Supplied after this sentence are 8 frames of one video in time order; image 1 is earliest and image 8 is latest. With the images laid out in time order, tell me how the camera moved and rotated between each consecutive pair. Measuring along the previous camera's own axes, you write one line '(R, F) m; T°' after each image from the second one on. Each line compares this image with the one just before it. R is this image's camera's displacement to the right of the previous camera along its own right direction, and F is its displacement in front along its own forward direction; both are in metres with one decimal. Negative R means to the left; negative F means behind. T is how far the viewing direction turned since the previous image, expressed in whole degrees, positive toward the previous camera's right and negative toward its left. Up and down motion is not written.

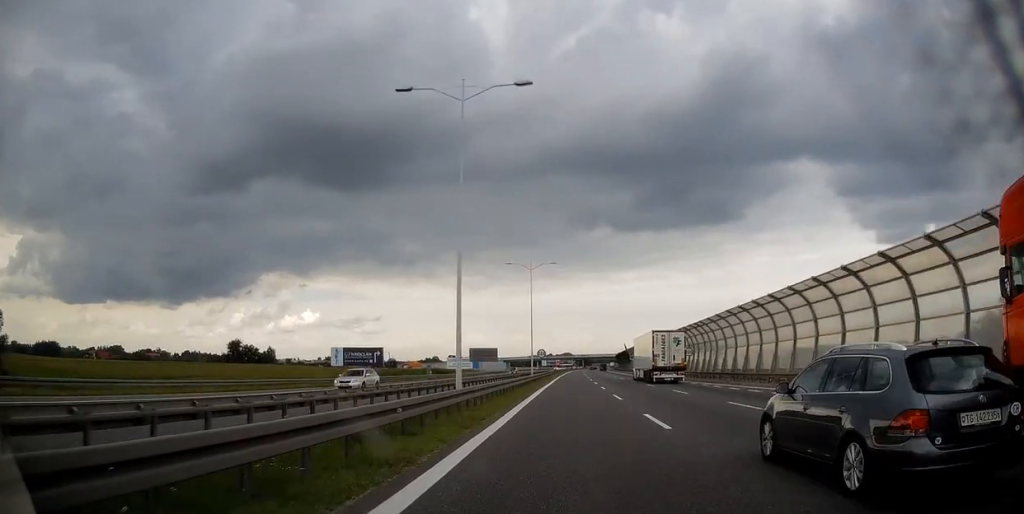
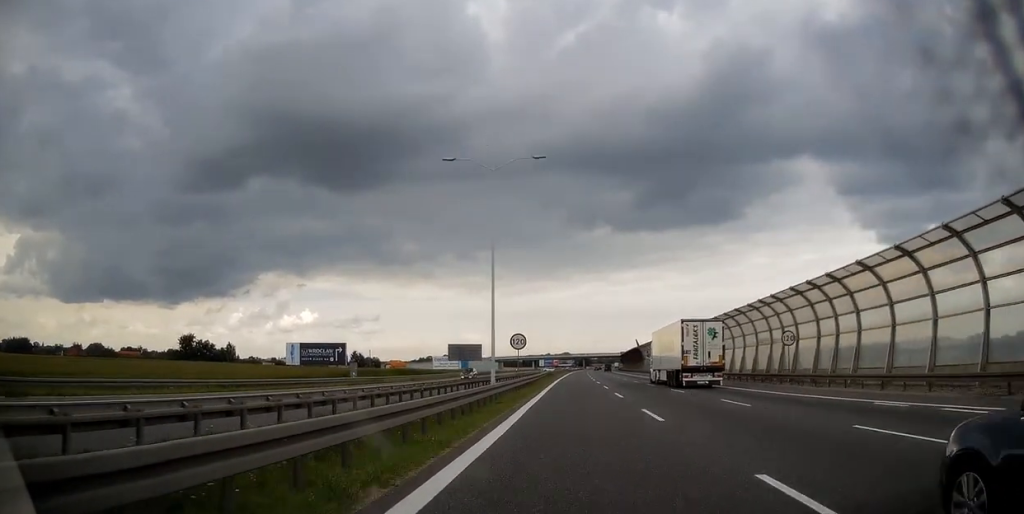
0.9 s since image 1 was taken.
(+0.1, +33.9) m; 0°
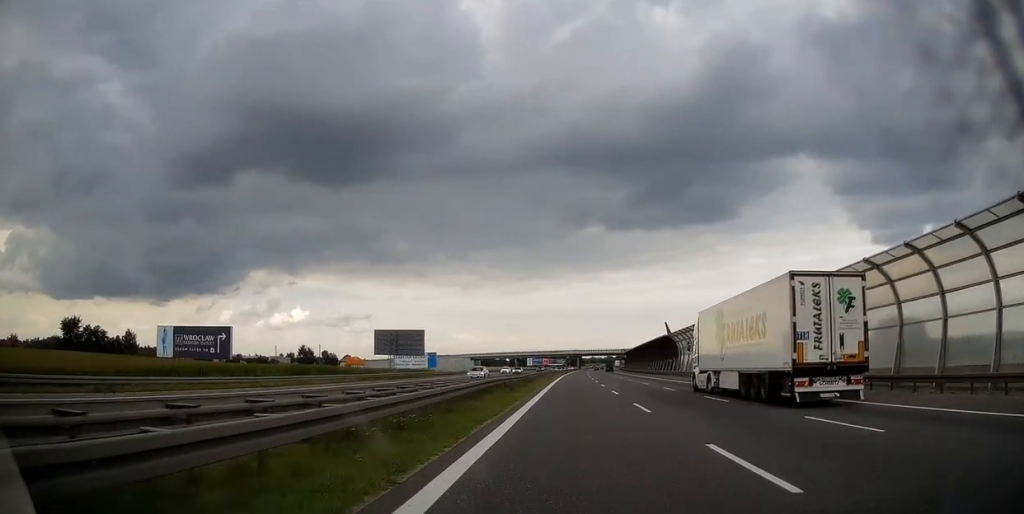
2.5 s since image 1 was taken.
(+0.2, +57.1) m; +1°
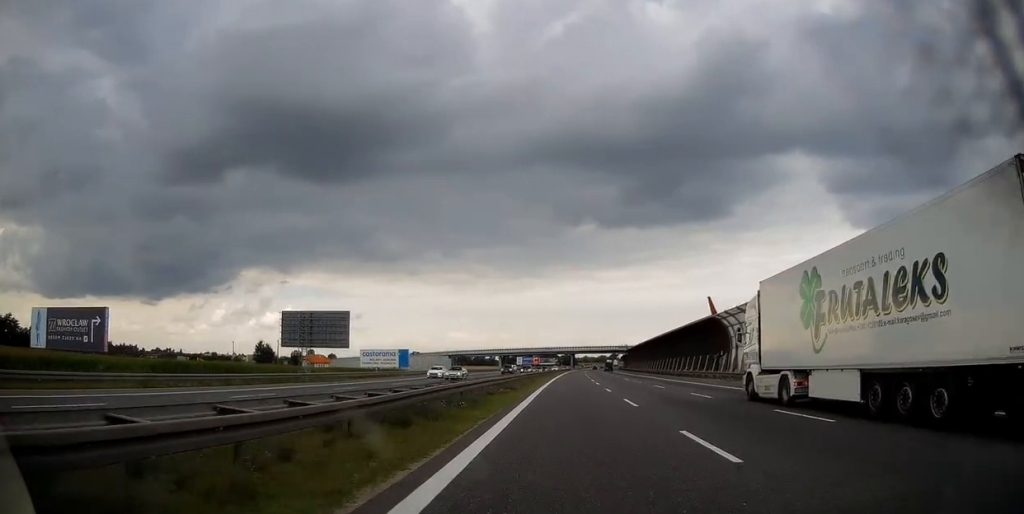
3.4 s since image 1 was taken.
(+0.2, +34.1) m; +1°
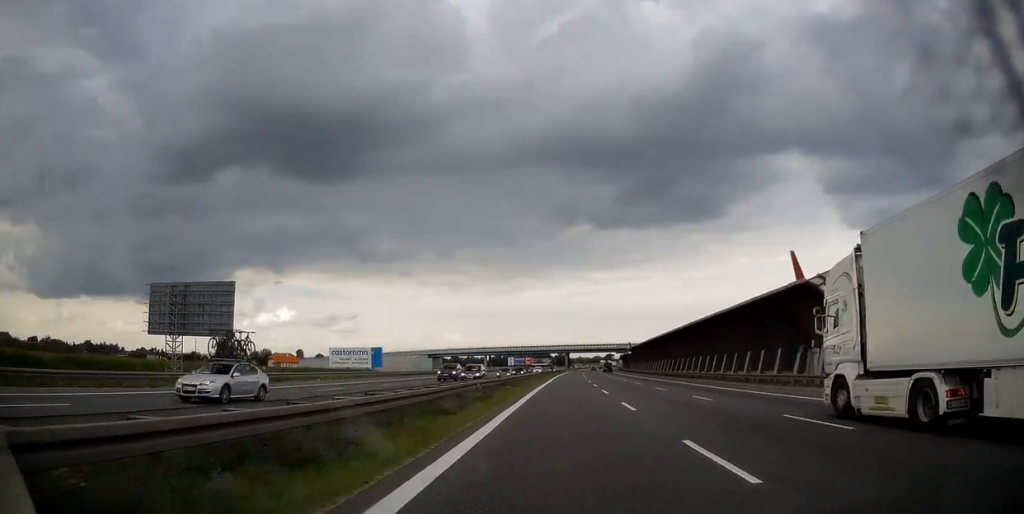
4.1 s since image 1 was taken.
(+0.1, +25.5) m; 0°
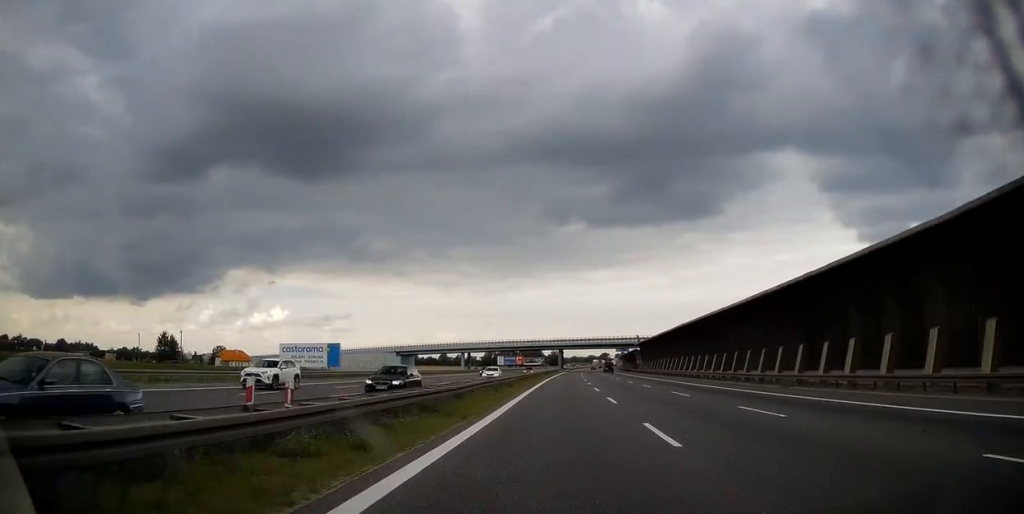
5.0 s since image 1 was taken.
(+0.1, +32.7) m; +1°
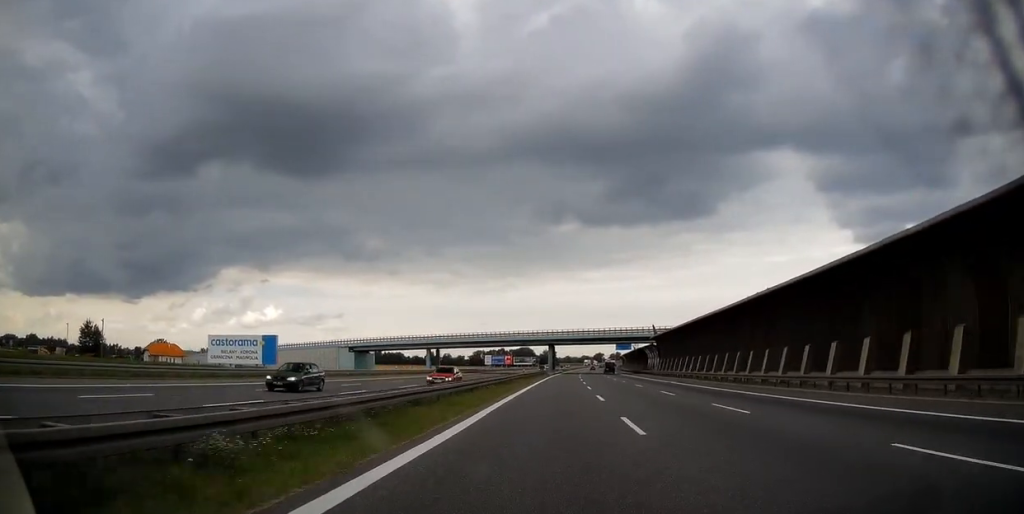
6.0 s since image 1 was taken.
(+0.2, +33.9) m; +1°
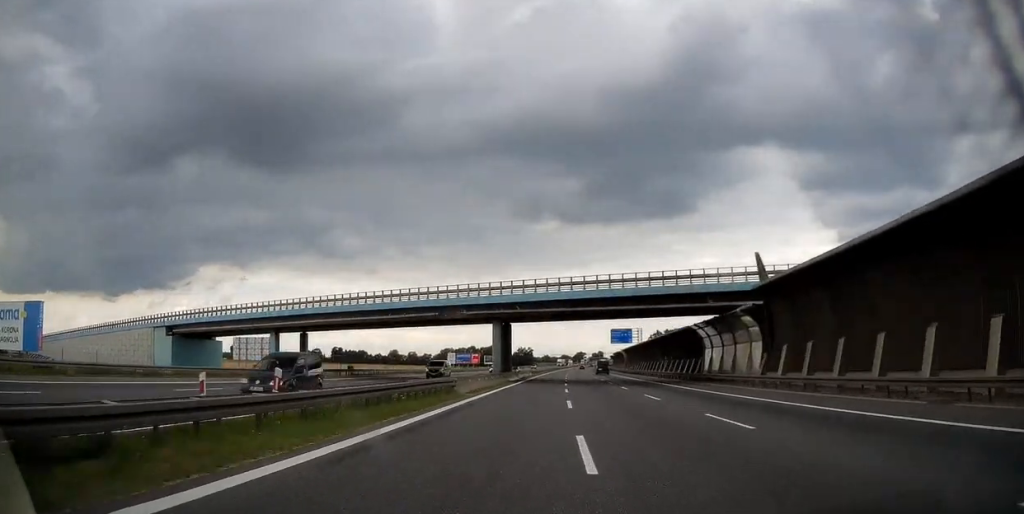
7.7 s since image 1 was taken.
(+1.0, +64.5) m; +2°
